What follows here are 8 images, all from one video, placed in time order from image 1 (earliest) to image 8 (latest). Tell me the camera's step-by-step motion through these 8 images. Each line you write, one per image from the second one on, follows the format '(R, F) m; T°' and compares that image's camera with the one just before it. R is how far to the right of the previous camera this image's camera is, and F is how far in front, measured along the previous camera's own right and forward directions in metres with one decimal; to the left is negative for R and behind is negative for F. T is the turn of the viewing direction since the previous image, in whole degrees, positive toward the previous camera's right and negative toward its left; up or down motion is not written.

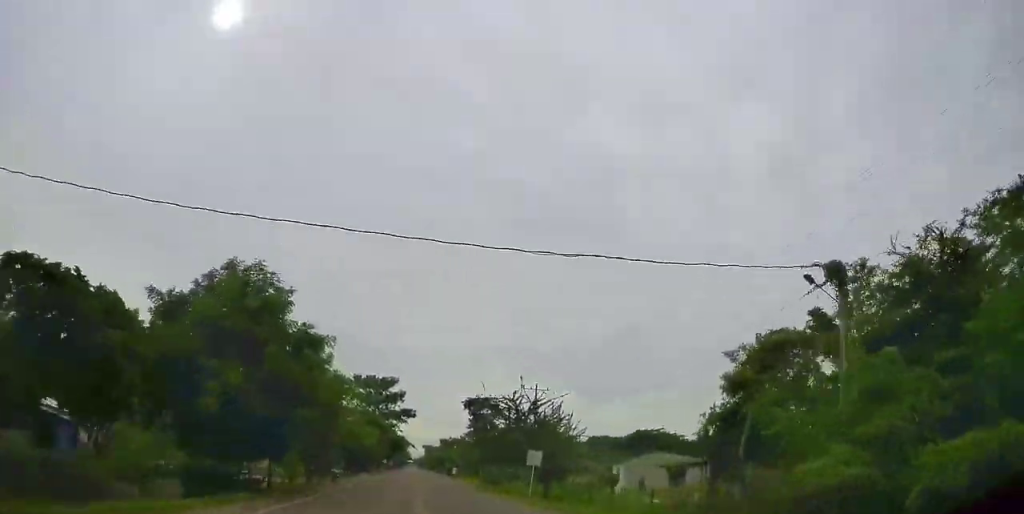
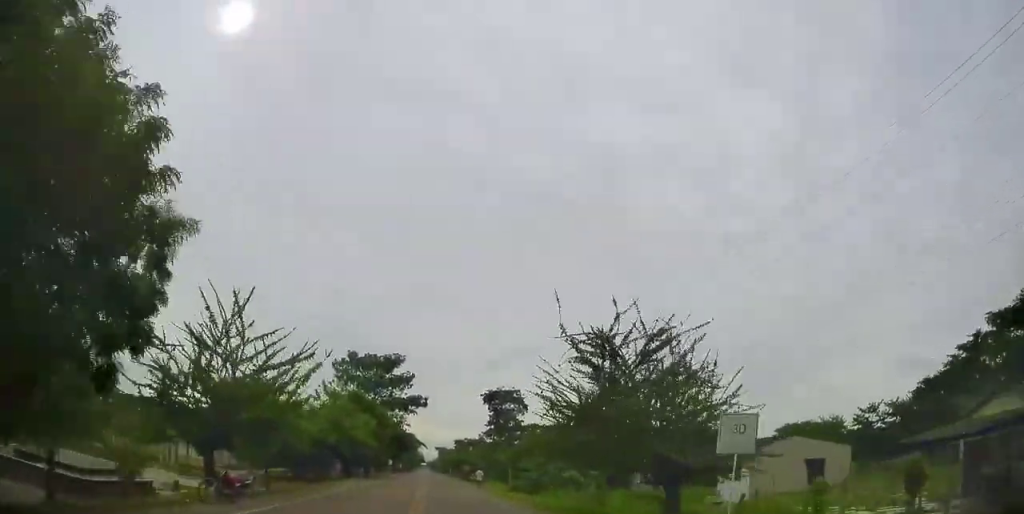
(+0.3, +19.1) m; -2°
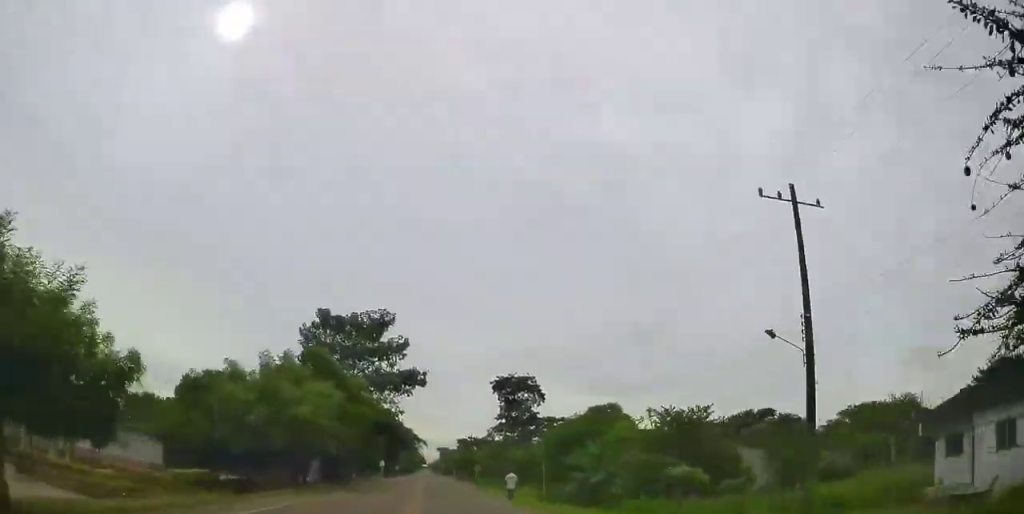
(-0.9, +19.1) m; -1°
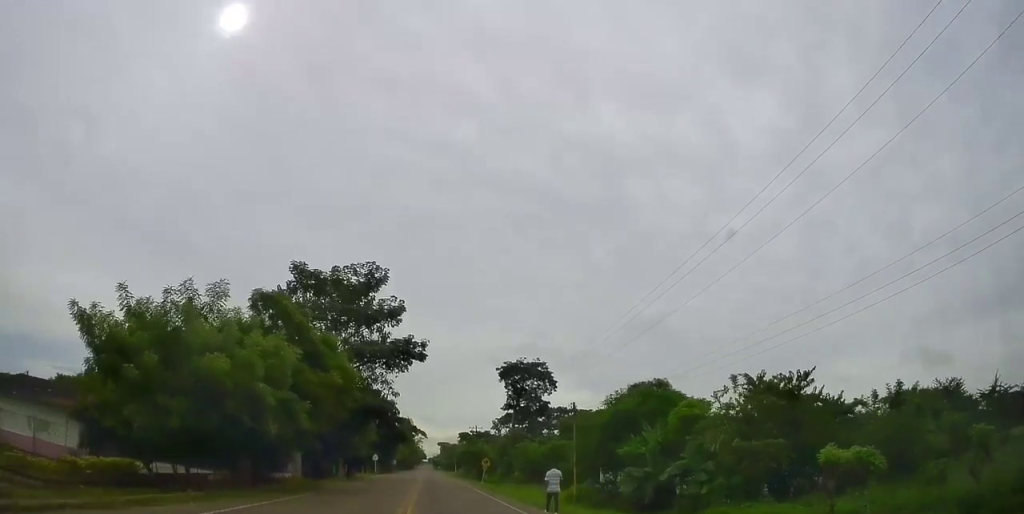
(+0.1, +10.0) m; +1°
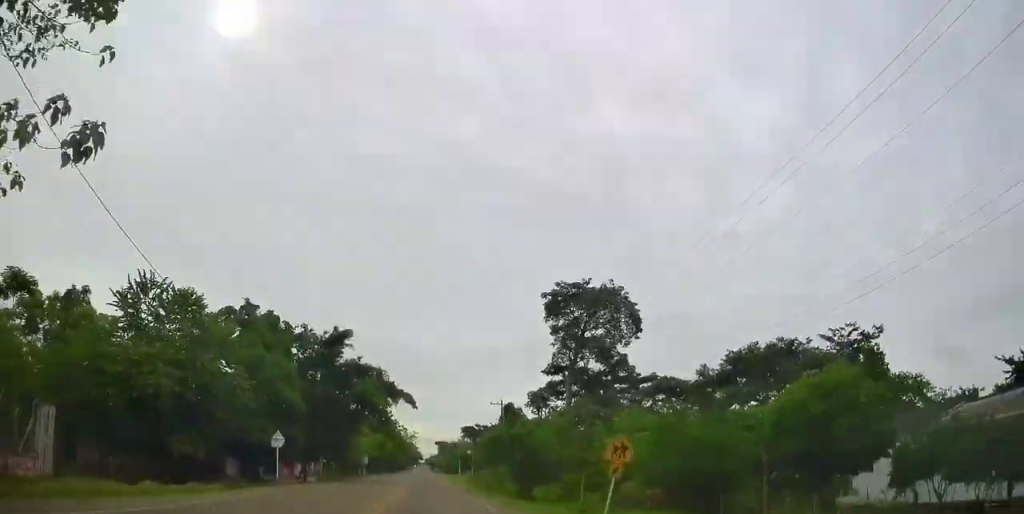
(+0.8, +43.3) m; 0°
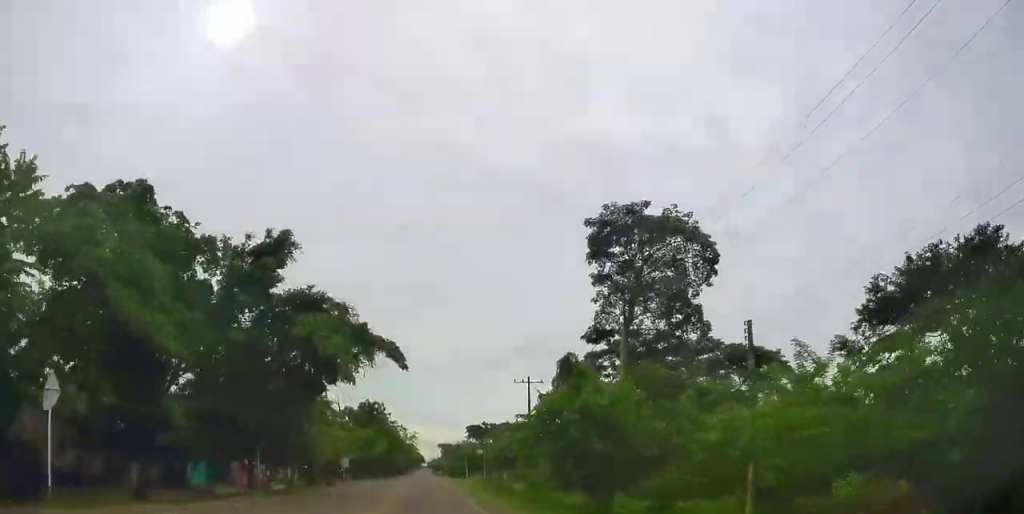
(-0.2, +17.4) m; -1°
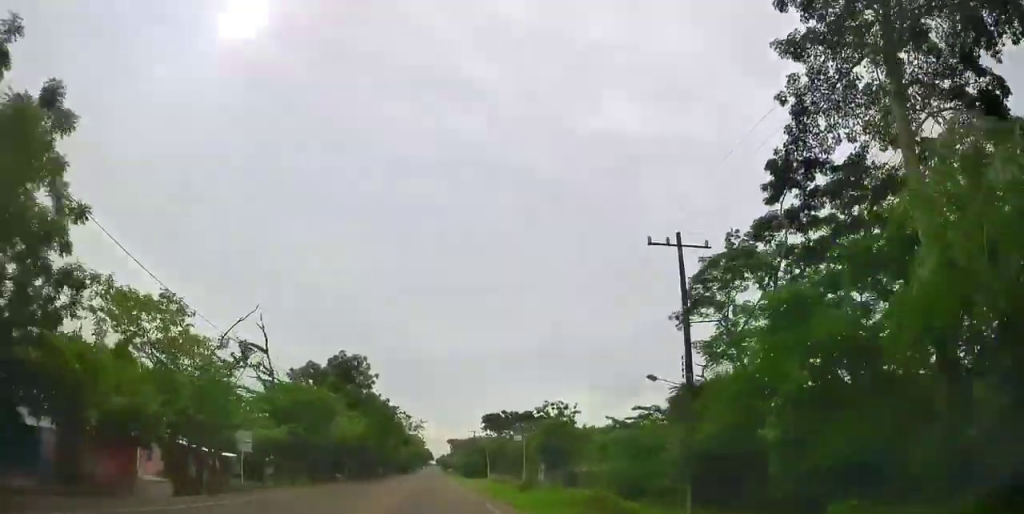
(-0.2, +28.0) m; 0°
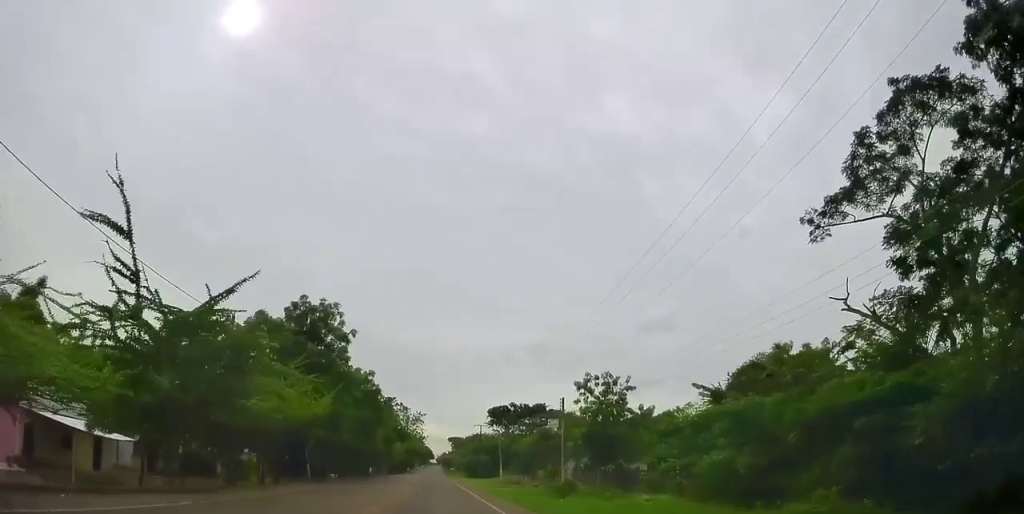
(+0.1, +14.7) m; +1°
